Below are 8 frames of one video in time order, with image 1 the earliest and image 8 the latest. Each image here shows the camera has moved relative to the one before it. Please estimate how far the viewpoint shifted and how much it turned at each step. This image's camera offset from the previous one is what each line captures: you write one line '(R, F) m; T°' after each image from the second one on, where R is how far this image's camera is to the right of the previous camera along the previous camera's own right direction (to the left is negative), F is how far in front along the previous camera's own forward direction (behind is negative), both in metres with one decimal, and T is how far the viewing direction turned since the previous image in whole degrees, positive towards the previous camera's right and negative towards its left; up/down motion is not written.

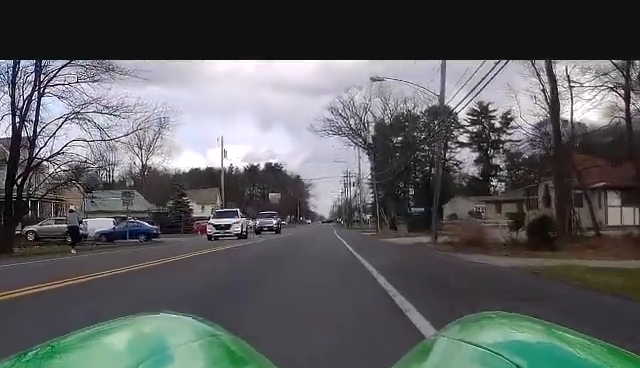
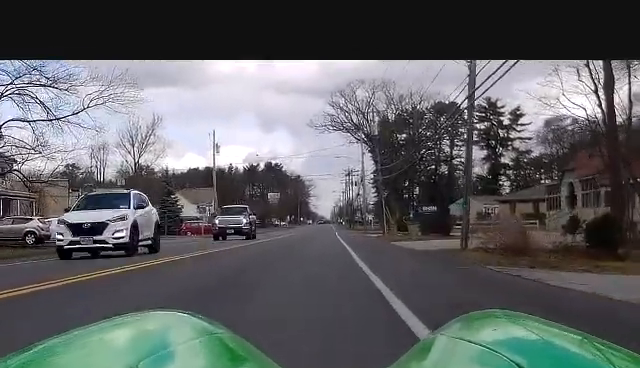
(0.0, +7.9) m; +1°
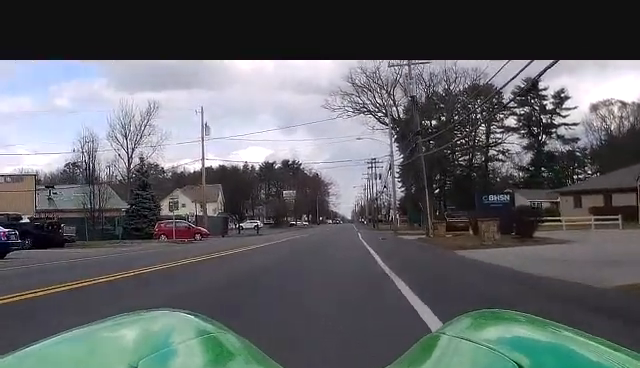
(-0.2, +19.8) m; -1°
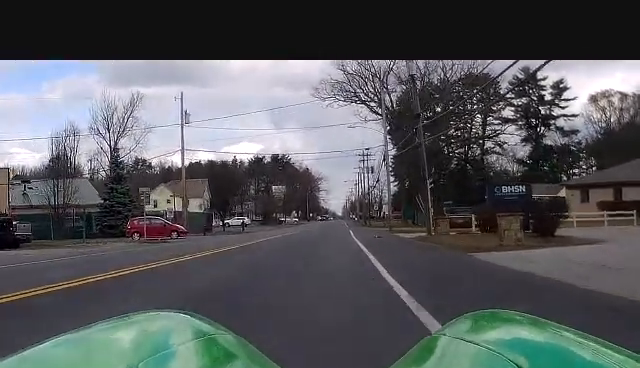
(0.0, +5.3) m; 0°
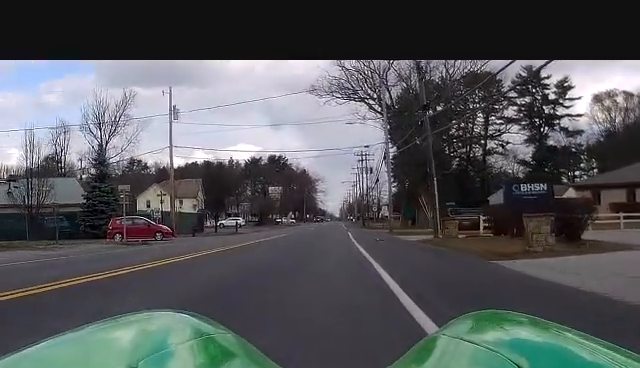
(+0.1, +3.8) m; -1°
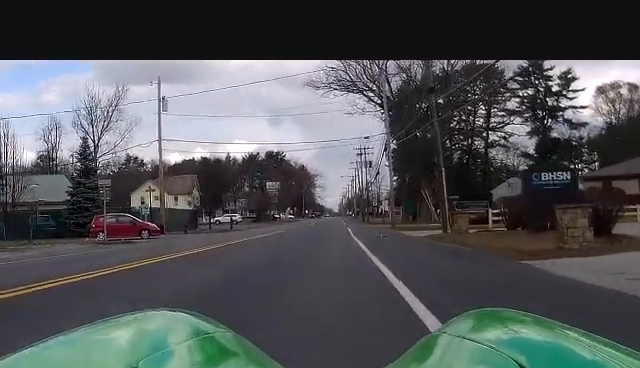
(+0.1, +3.3) m; -1°
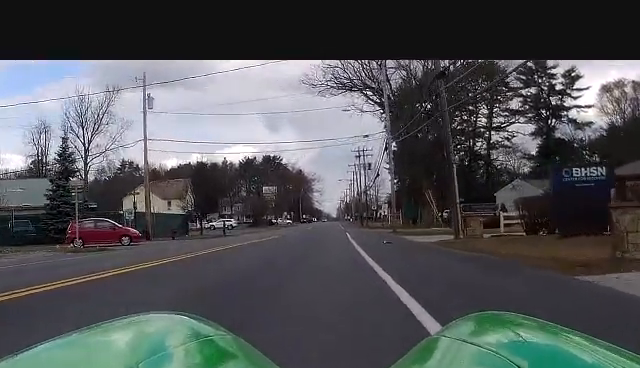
(-0.2, +4.1) m; 0°
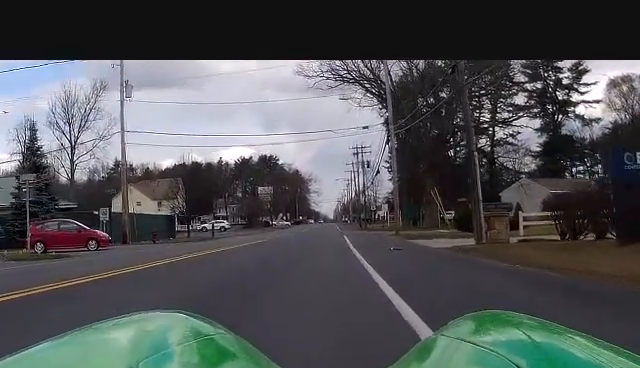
(-0.1, +5.5) m; 0°
